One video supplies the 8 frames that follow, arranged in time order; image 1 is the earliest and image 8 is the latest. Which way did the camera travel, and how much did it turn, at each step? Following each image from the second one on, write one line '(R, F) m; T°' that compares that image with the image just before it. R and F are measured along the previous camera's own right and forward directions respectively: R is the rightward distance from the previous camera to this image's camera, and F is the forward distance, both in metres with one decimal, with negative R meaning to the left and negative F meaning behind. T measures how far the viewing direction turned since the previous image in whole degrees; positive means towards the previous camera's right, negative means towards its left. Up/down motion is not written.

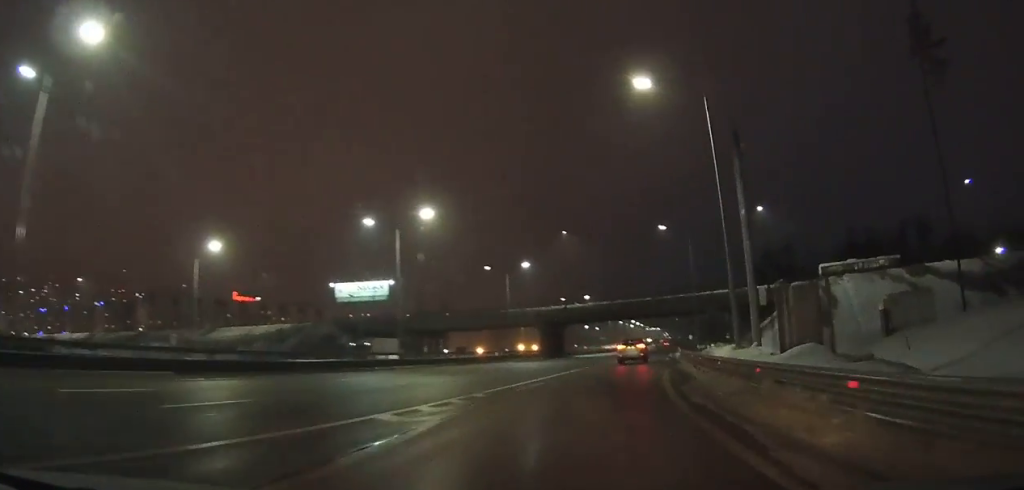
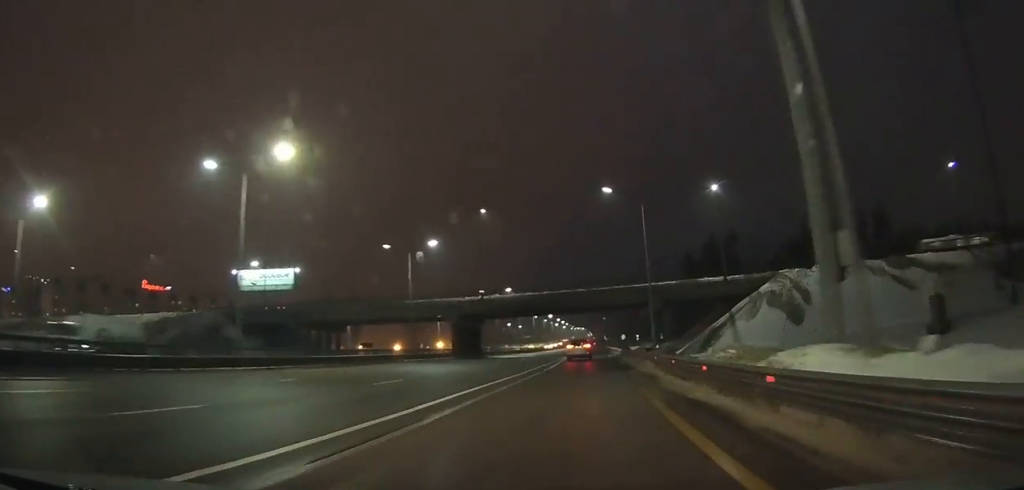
(+1.3, +14.0) m; +5°
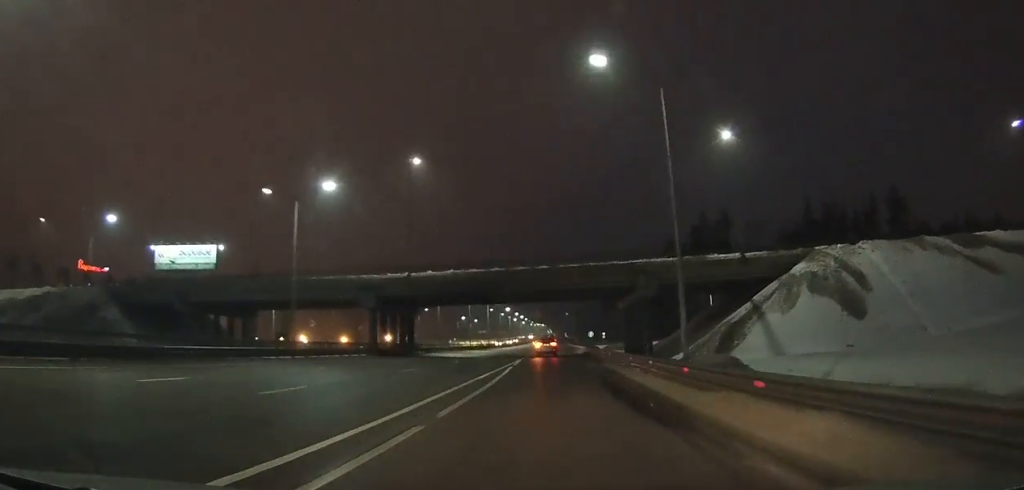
(+1.0, +19.5) m; +3°
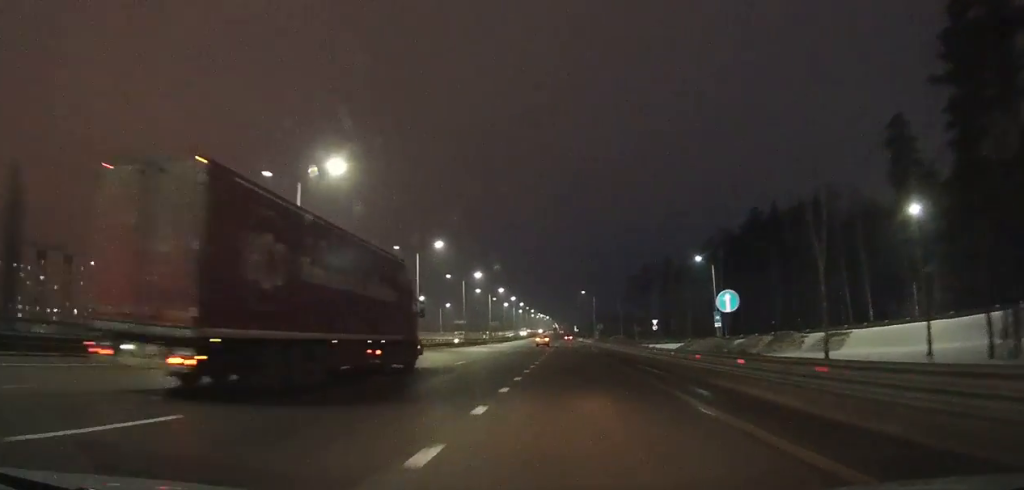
(+0.8, +78.6) m; 0°
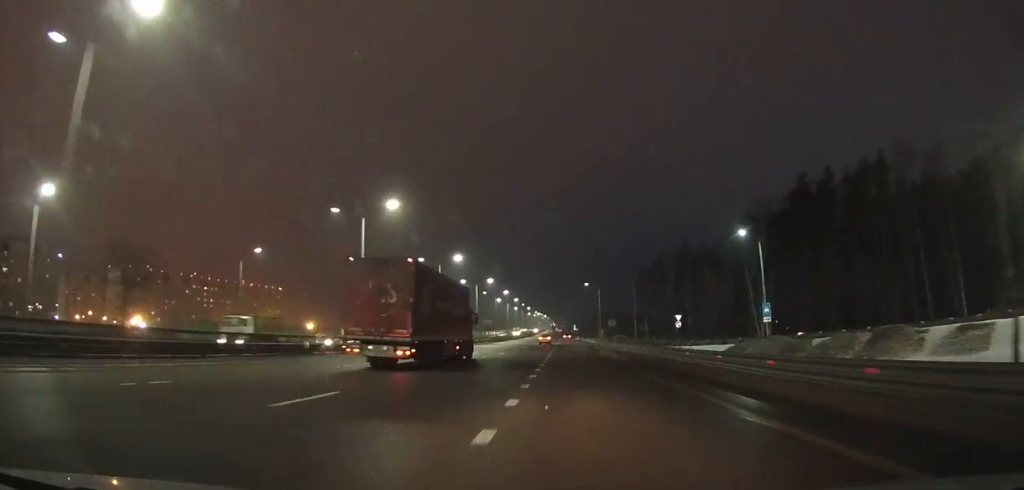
(-0.1, +19.5) m; 0°
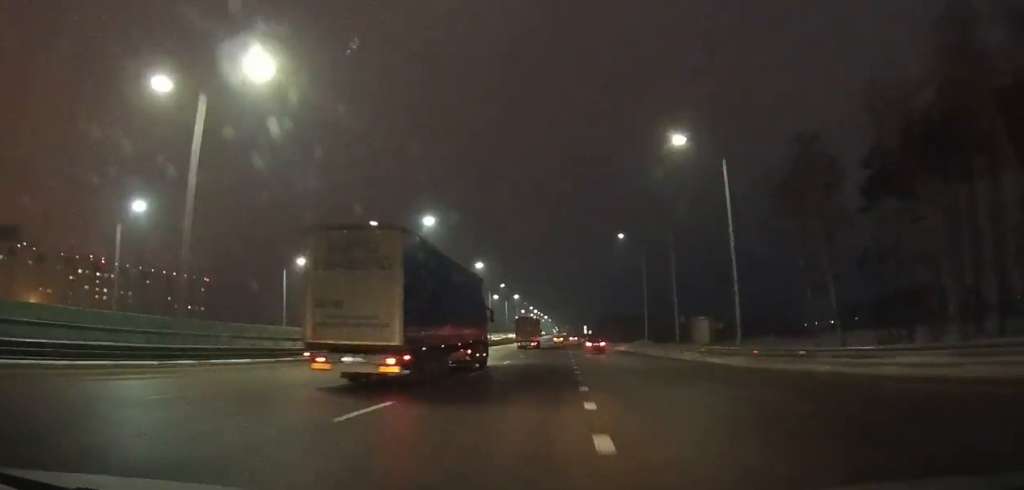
(0.0, +90.9) m; 0°
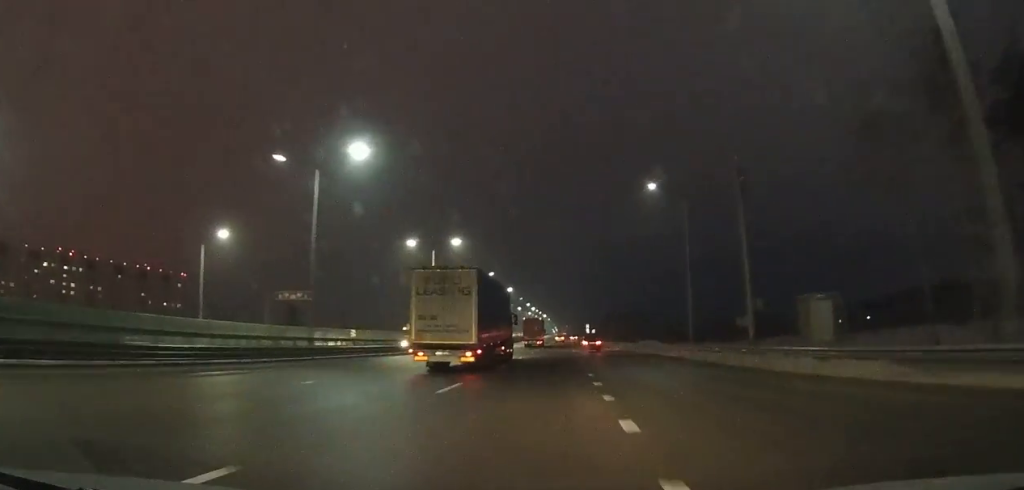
(0.0, +19.6) m; 0°
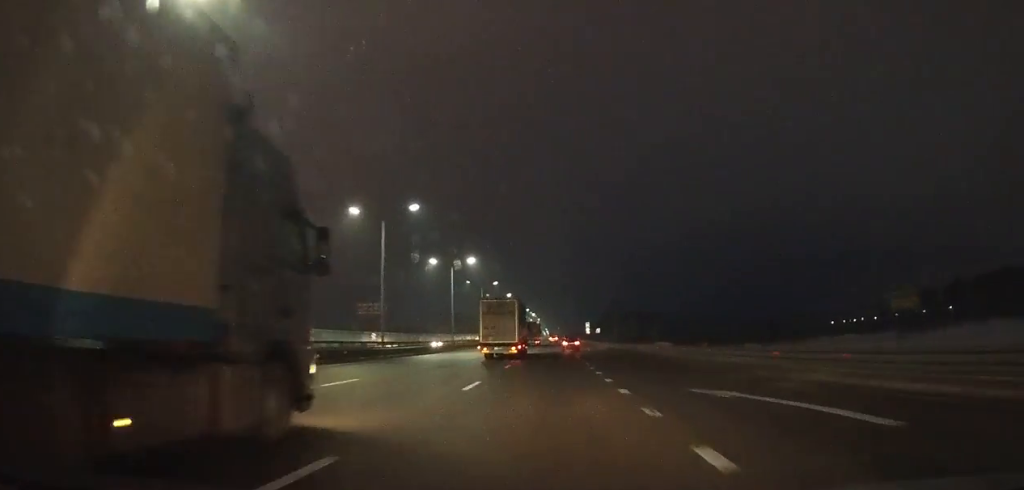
(+0.3, +47.6) m; 0°
